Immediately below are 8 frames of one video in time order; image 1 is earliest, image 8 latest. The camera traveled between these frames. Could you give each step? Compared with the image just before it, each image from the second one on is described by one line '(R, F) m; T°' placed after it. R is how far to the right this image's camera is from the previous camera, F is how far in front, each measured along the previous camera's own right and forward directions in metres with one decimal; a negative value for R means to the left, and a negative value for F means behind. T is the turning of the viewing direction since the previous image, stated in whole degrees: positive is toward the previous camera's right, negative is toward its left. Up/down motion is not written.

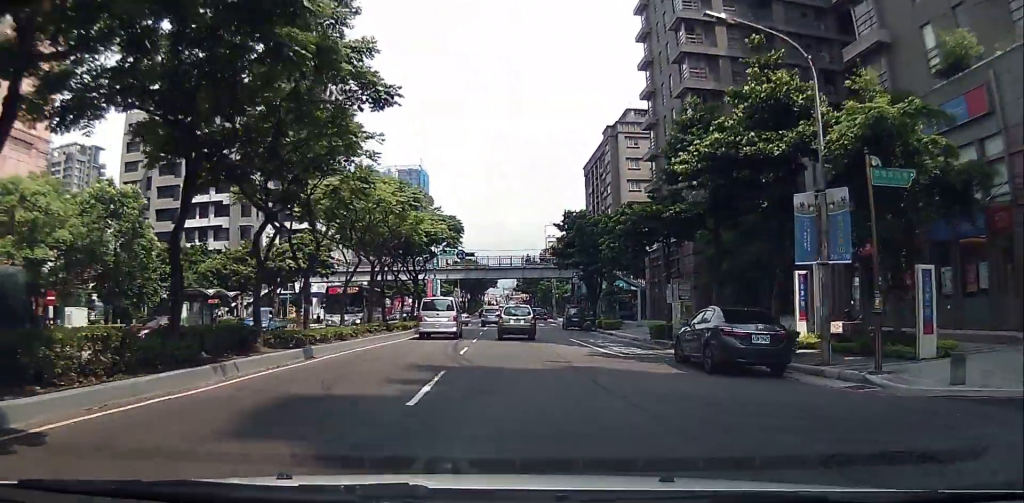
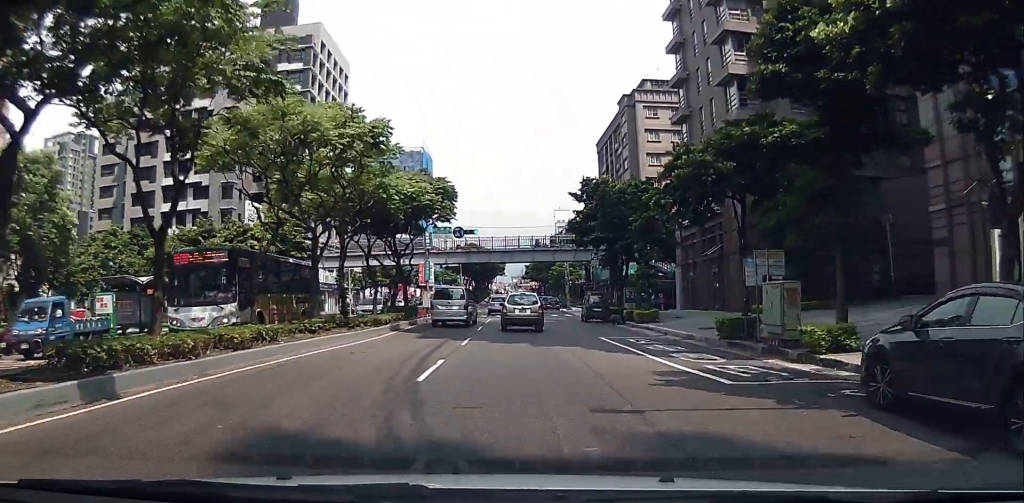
(-0.4, +9.3) m; -3°
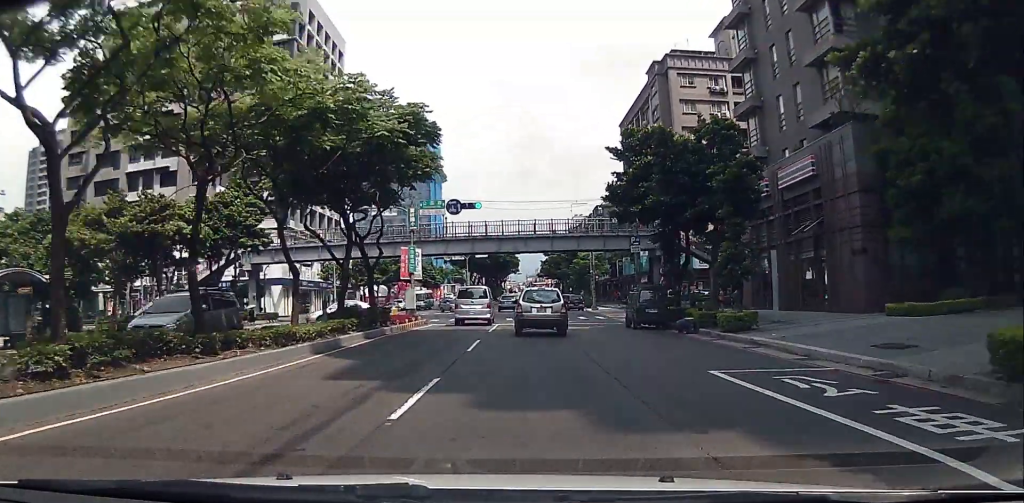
(0.0, +12.8) m; -2°
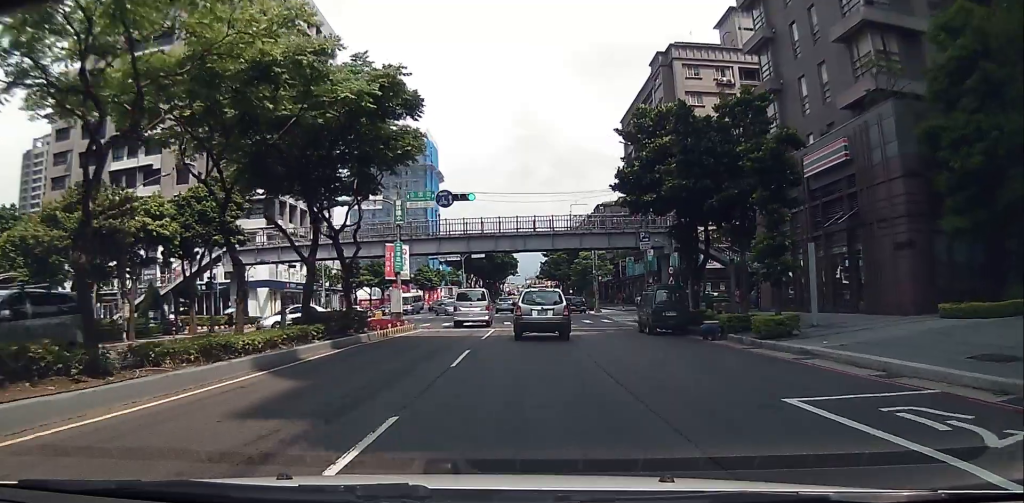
(-0.2, +3.7) m; +1°
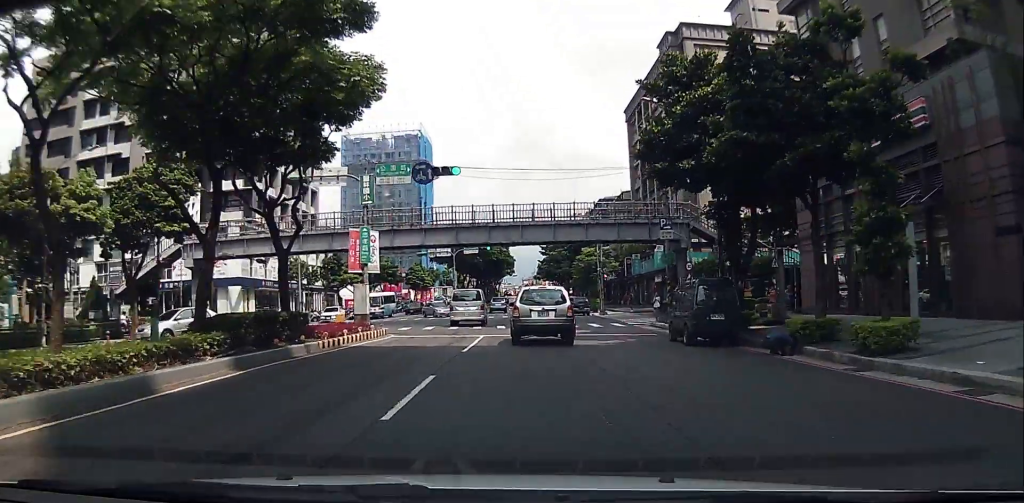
(-0.1, +6.5) m; +2°
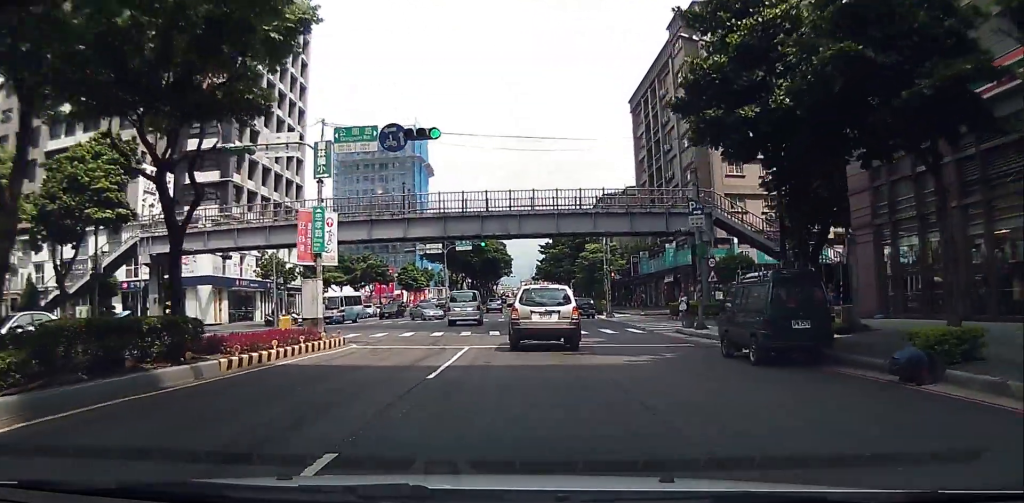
(+0.4, +6.1) m; +2°
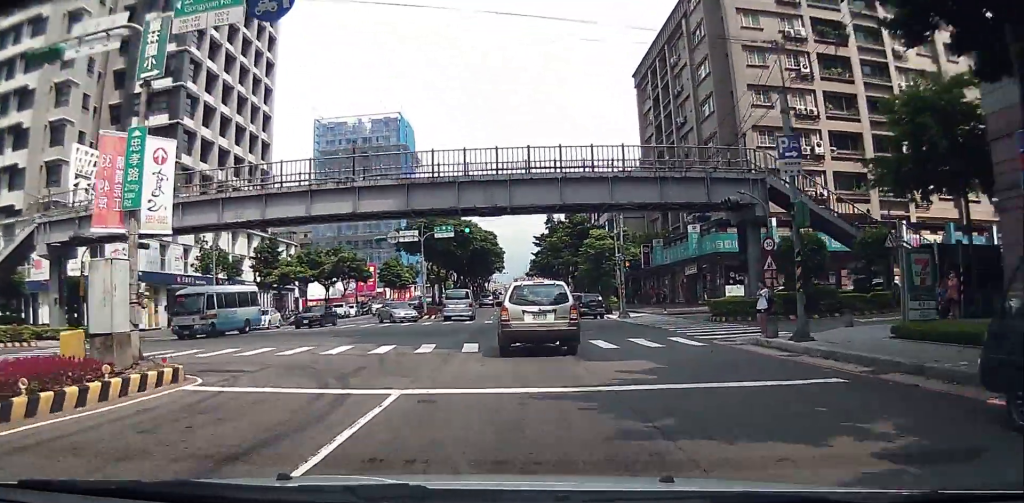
(-0.3, +9.9) m; -2°
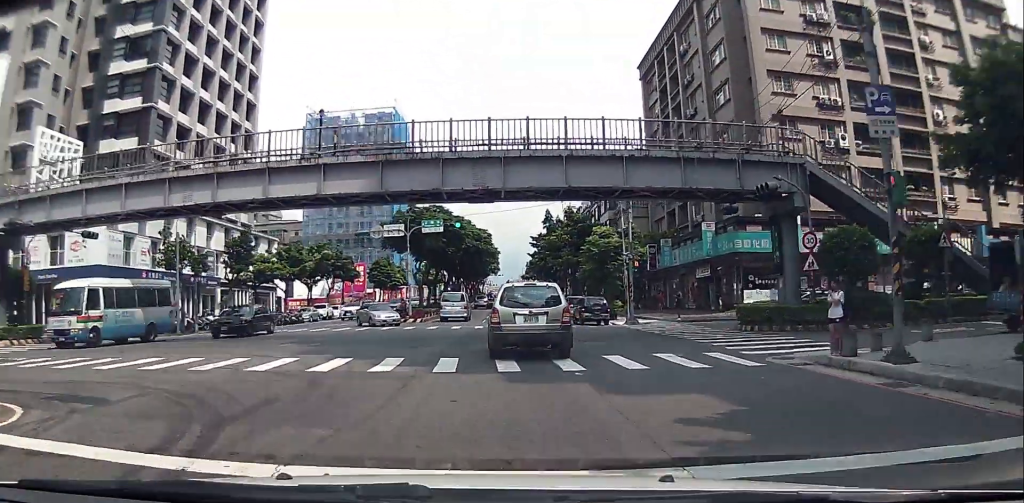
(0.0, +4.3) m; 0°
